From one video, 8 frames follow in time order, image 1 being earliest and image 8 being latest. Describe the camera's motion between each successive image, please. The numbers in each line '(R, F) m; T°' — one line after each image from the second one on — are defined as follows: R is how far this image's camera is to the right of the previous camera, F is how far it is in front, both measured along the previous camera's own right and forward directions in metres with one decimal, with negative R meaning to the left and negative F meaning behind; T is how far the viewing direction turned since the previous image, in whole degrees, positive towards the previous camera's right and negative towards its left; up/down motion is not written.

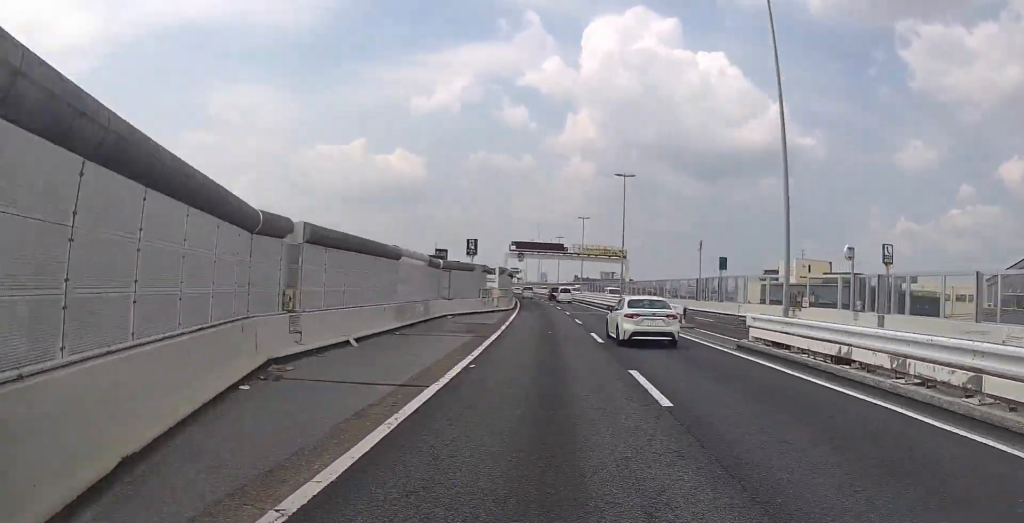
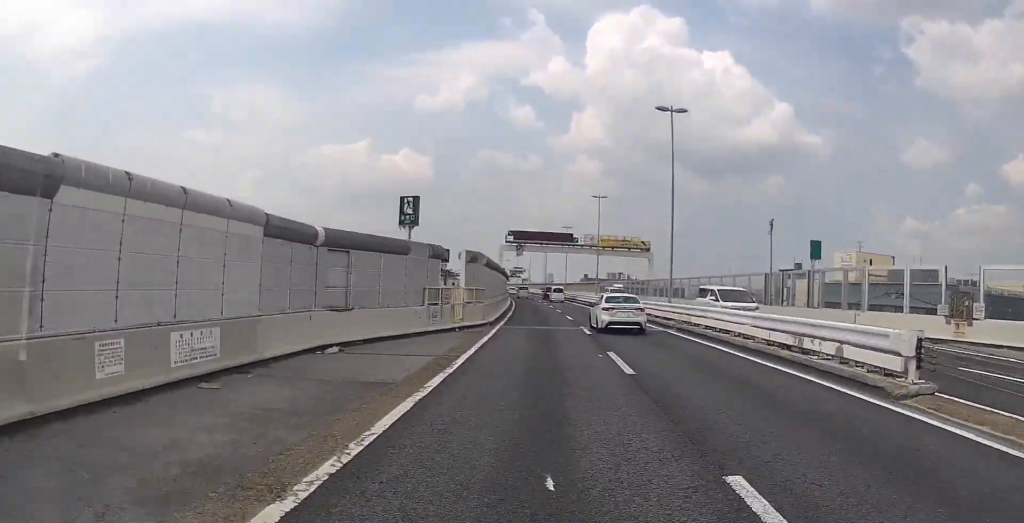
(-0.2, +17.3) m; -1°
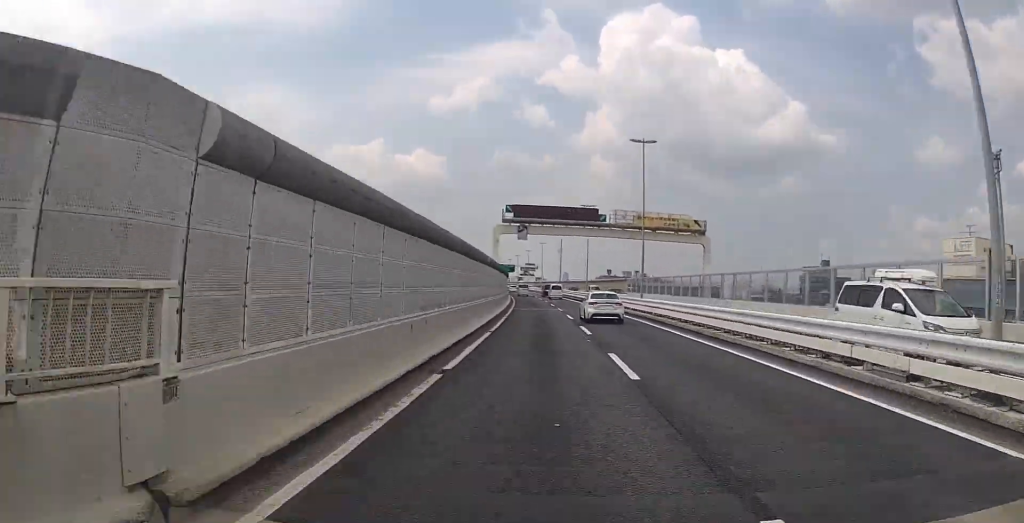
(-0.3, +21.0) m; 0°
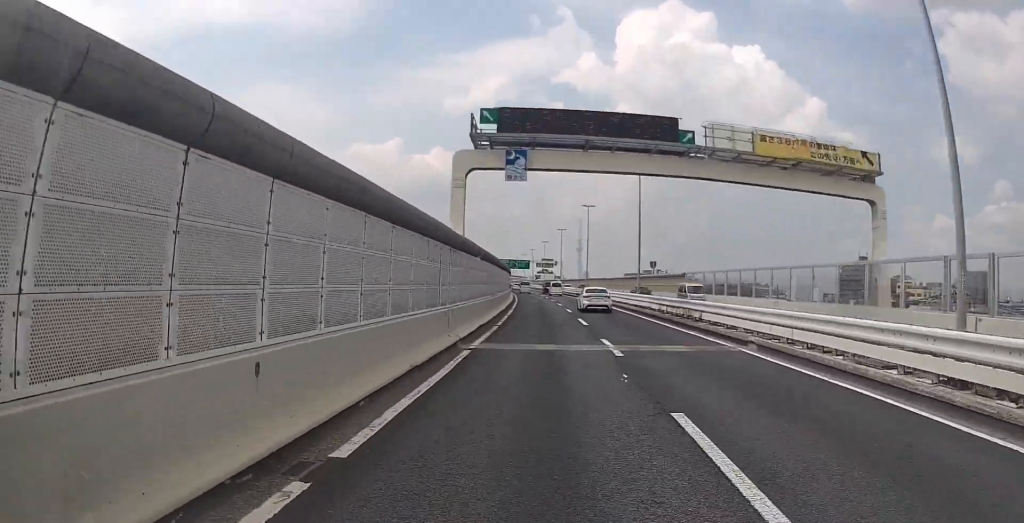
(+0.3, +27.6) m; -1°
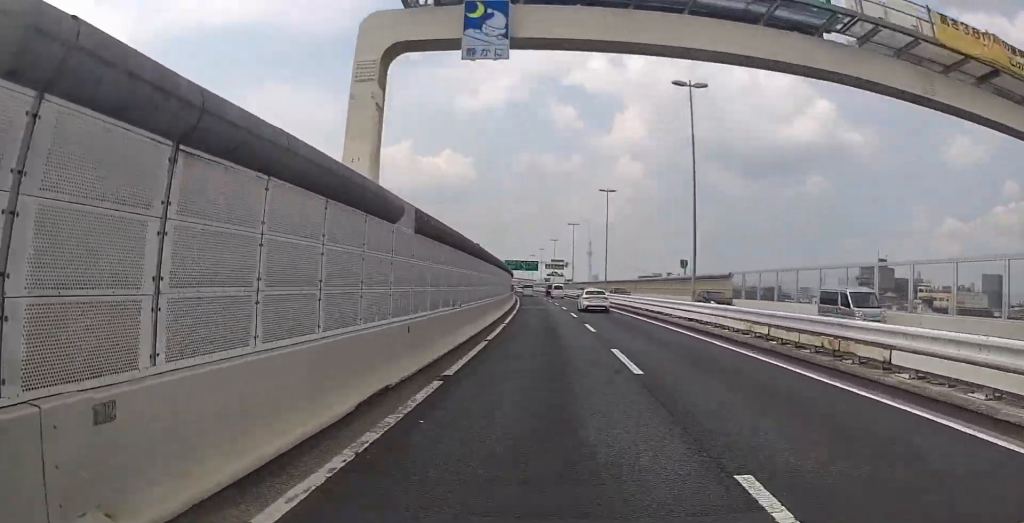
(-0.6, +12.6) m; -1°
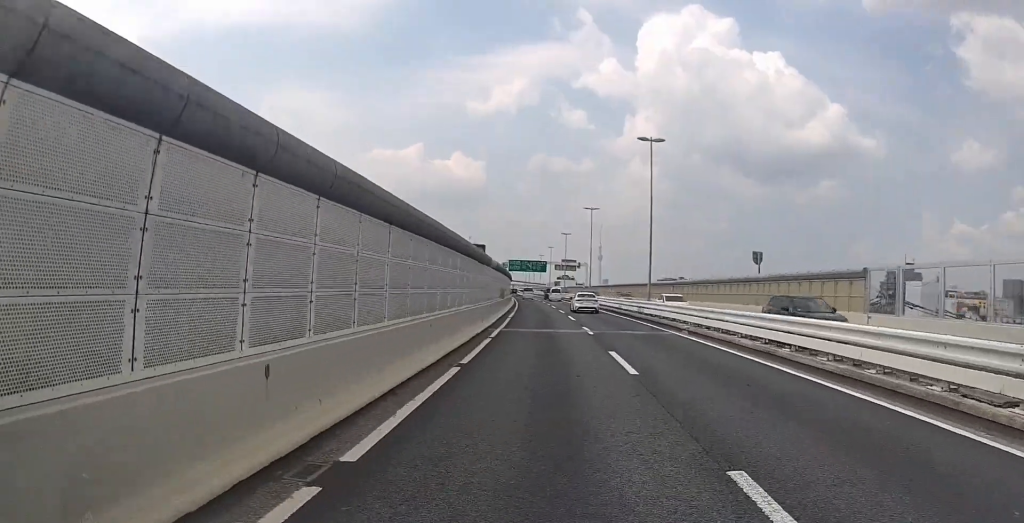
(0.0, +19.7) m; -1°
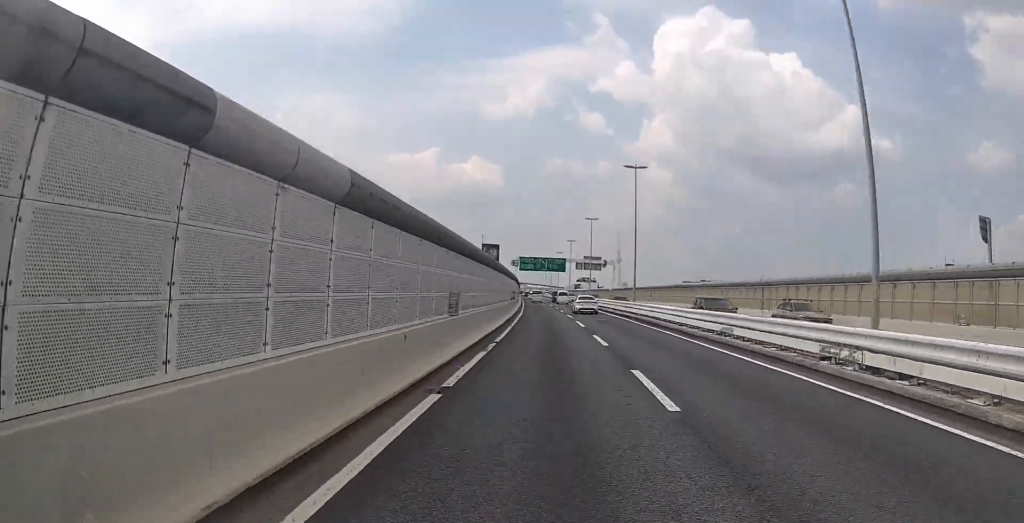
(-0.6, +21.8) m; -2°
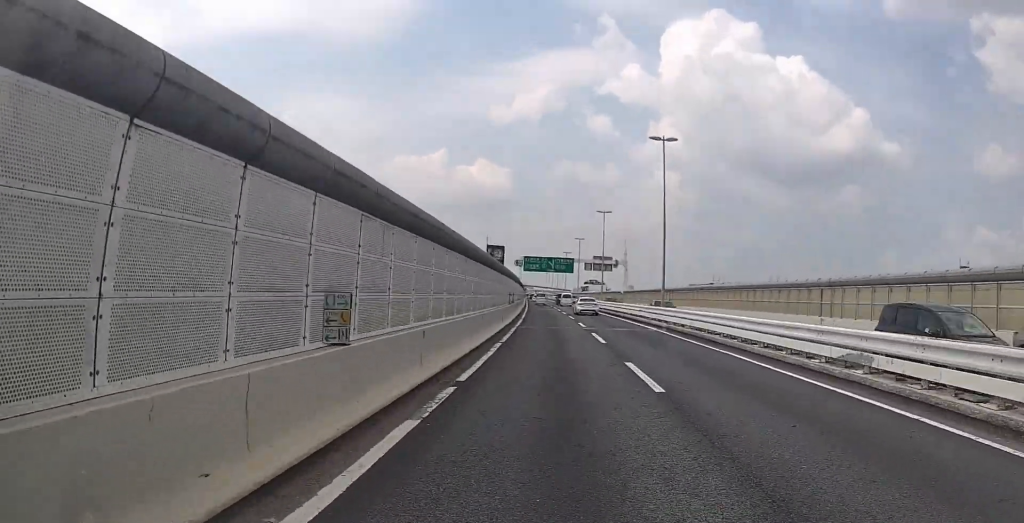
(0.0, +8.6) m; 0°
